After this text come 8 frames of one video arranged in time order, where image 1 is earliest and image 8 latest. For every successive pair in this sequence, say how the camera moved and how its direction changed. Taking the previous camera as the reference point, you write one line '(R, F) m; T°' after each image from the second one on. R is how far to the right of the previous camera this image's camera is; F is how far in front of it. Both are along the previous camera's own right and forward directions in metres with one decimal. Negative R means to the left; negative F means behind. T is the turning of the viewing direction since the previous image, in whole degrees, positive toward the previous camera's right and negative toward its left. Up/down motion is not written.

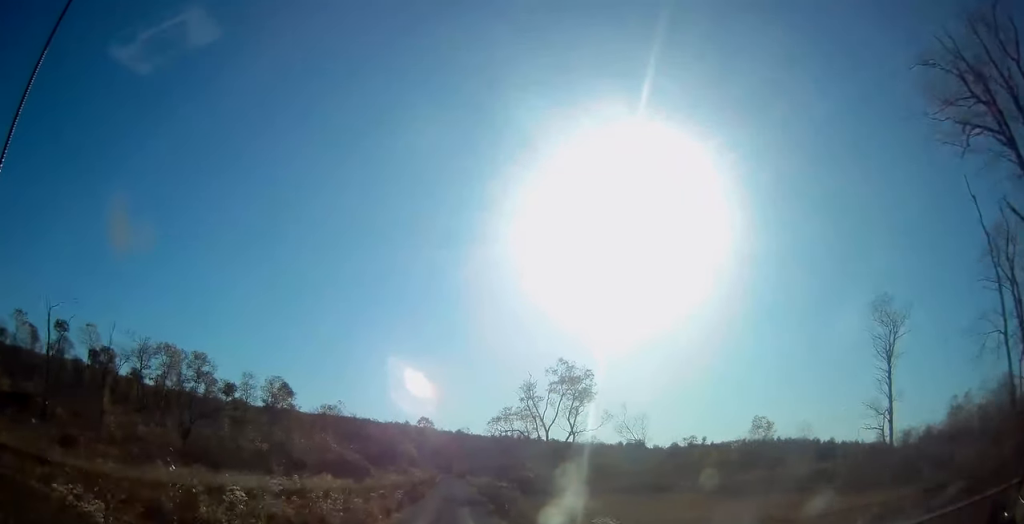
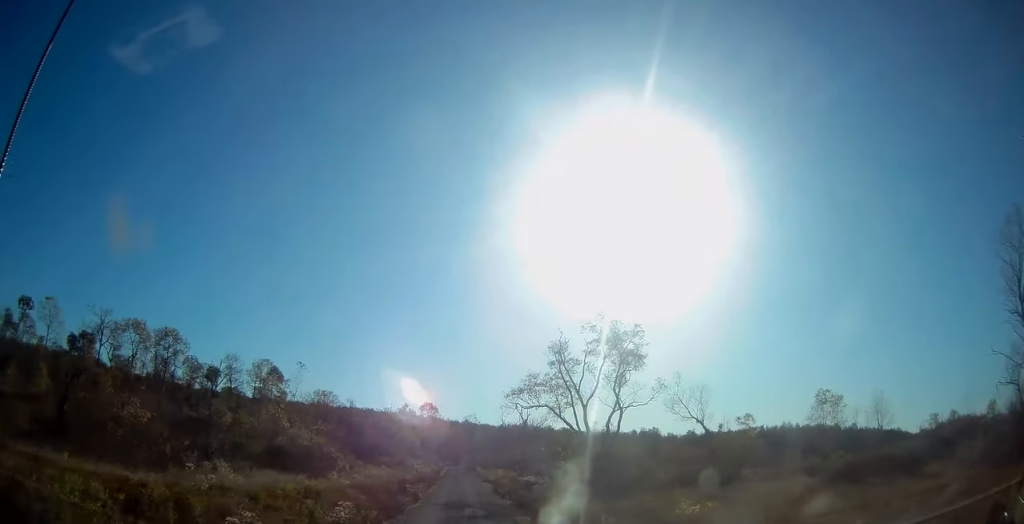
(-0.1, +15.1) m; -2°
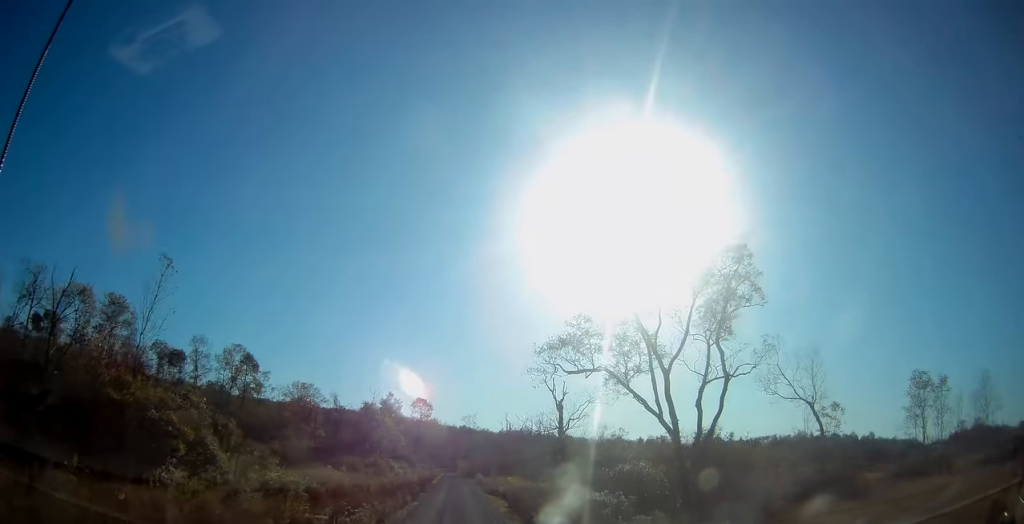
(-0.1, +18.3) m; 0°
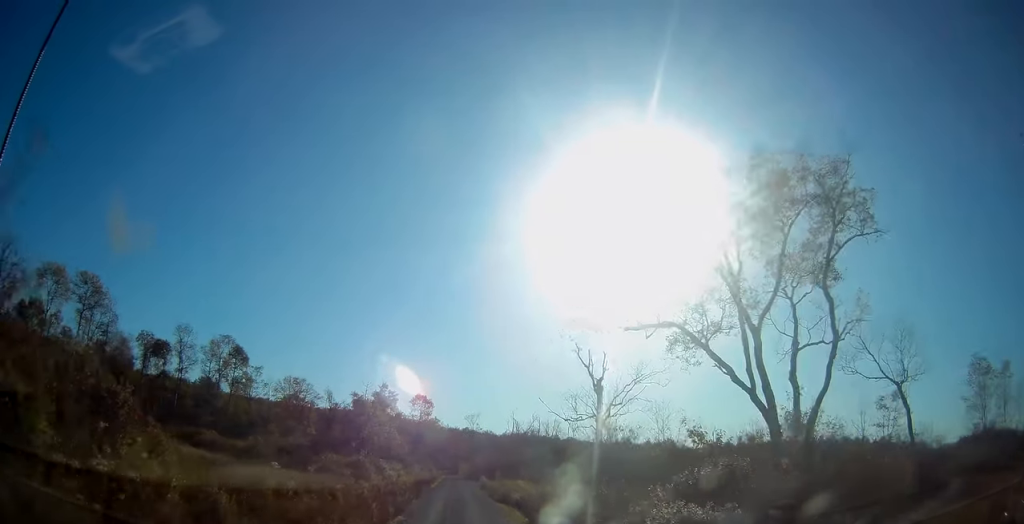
(0.0, +8.4) m; +1°
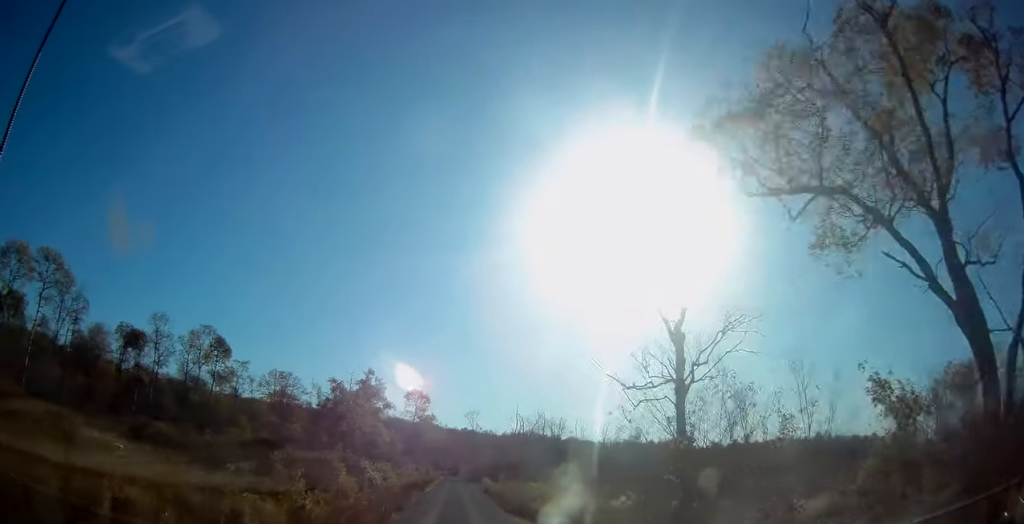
(0.0, +9.2) m; +1°
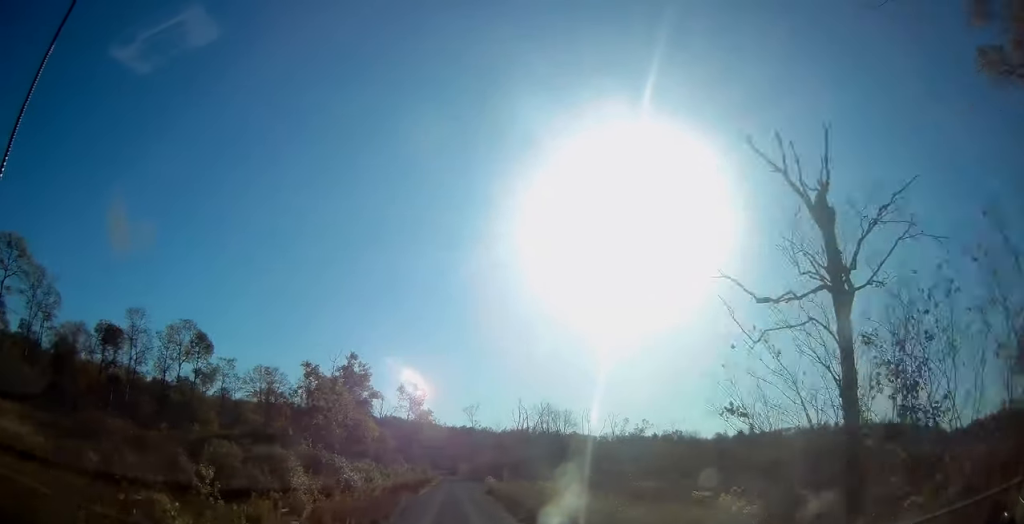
(+0.4, +7.4) m; 0°
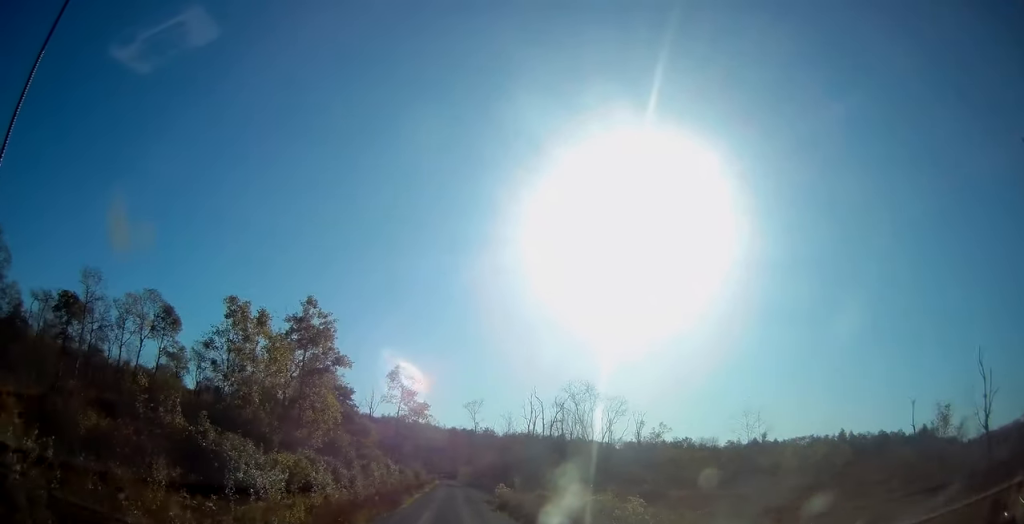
(-0.7, +14.7) m; -2°
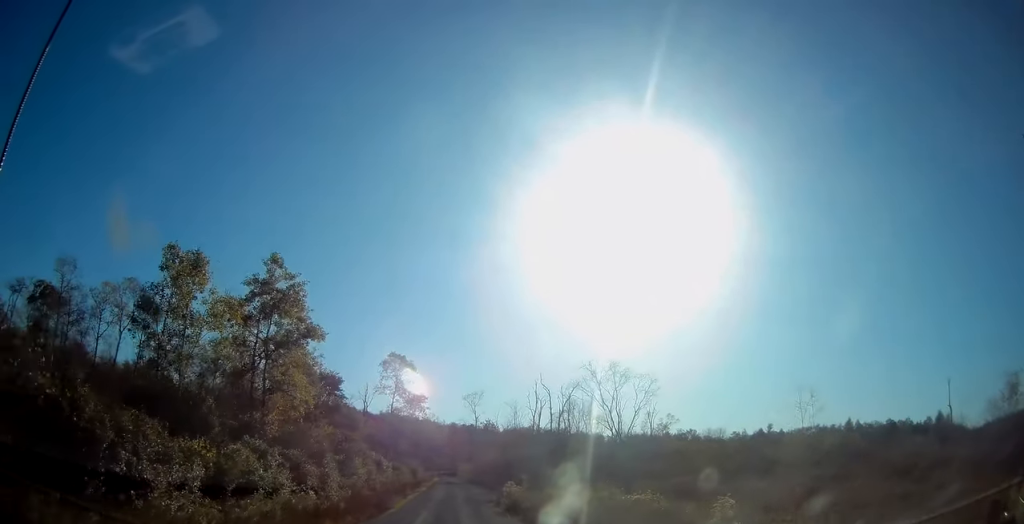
(0.0, +6.1) m; +1°
